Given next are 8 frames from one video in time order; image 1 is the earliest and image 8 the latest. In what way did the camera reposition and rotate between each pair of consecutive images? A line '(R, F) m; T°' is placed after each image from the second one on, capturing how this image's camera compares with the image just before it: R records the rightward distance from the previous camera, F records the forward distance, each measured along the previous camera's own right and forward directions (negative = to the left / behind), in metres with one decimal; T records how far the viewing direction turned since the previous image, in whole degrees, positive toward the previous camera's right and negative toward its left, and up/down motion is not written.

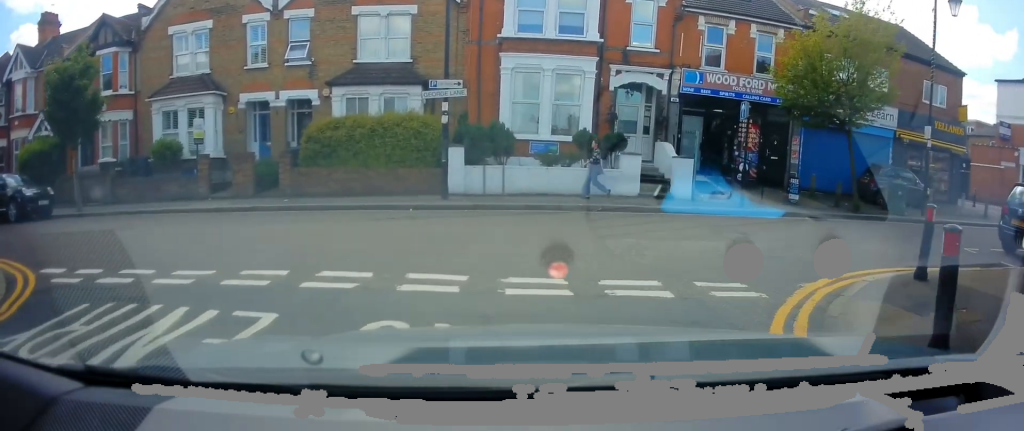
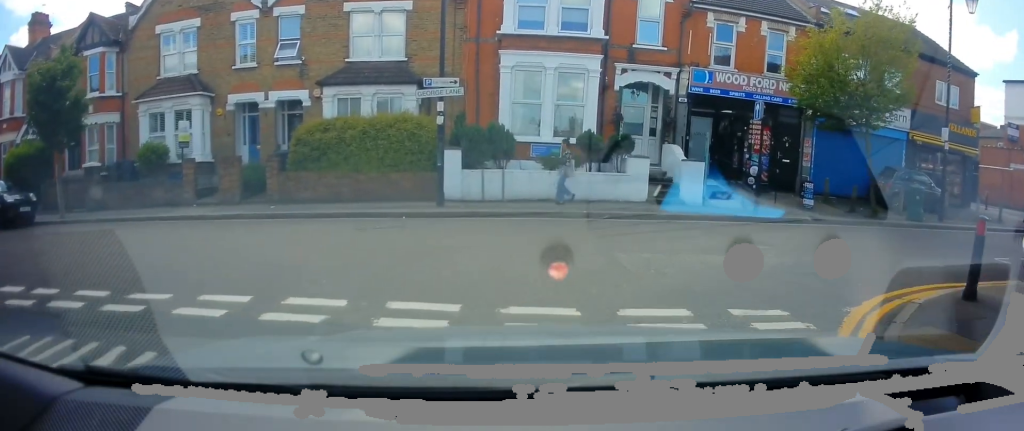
(0.0, +1.0) m; +1°
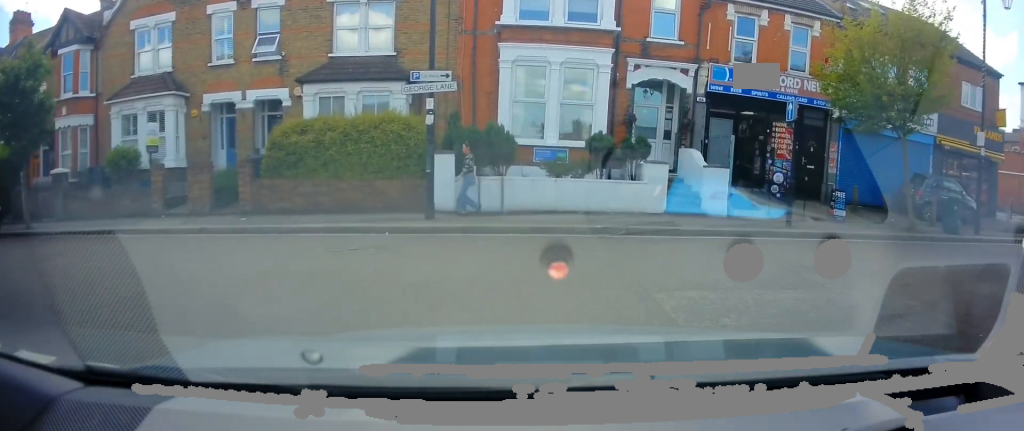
(-0.1, +1.7) m; 0°
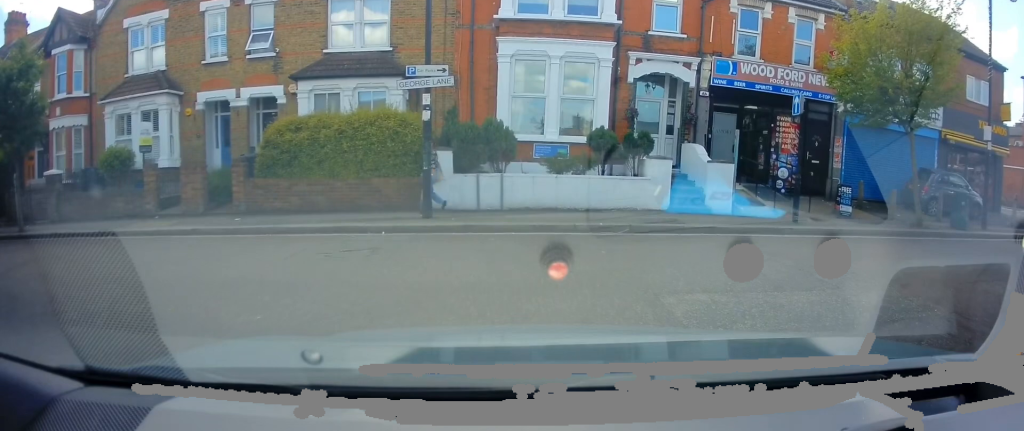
(-0.1, +0.3) m; 0°
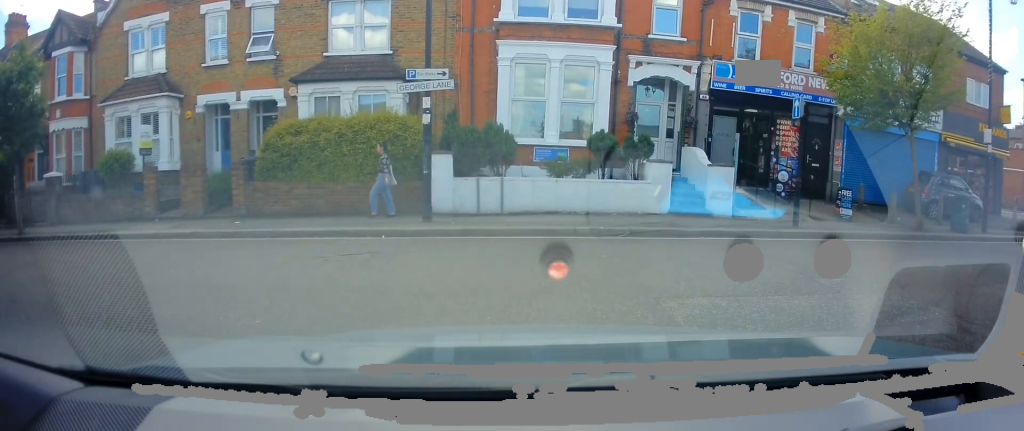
(-0.1, +0.4) m; 0°
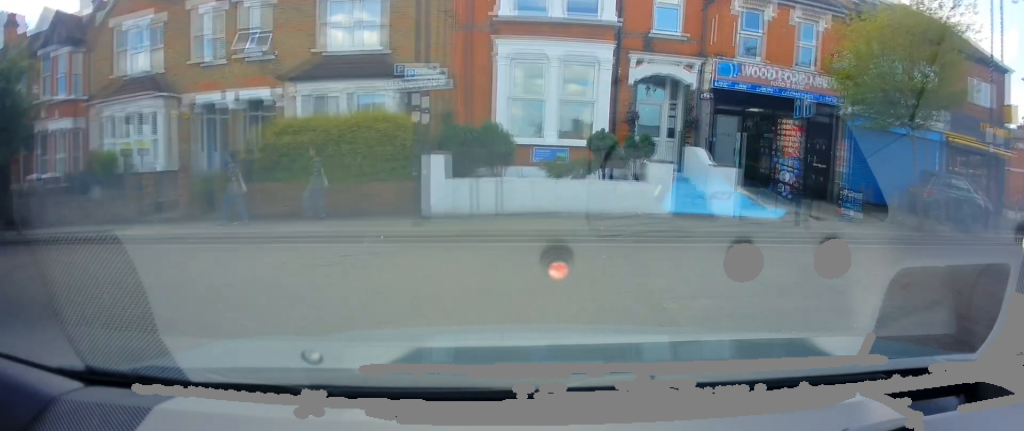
(+0.2, +0.8) m; 0°
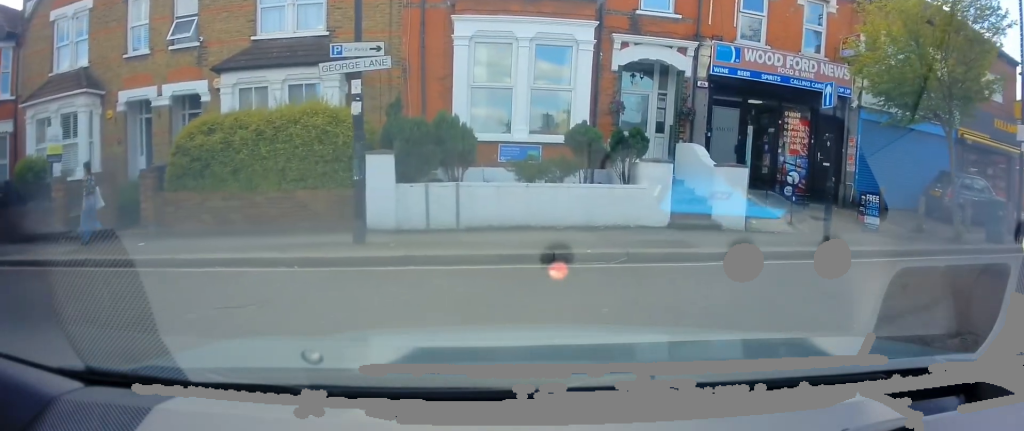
(+0.2, +1.6) m; +3°
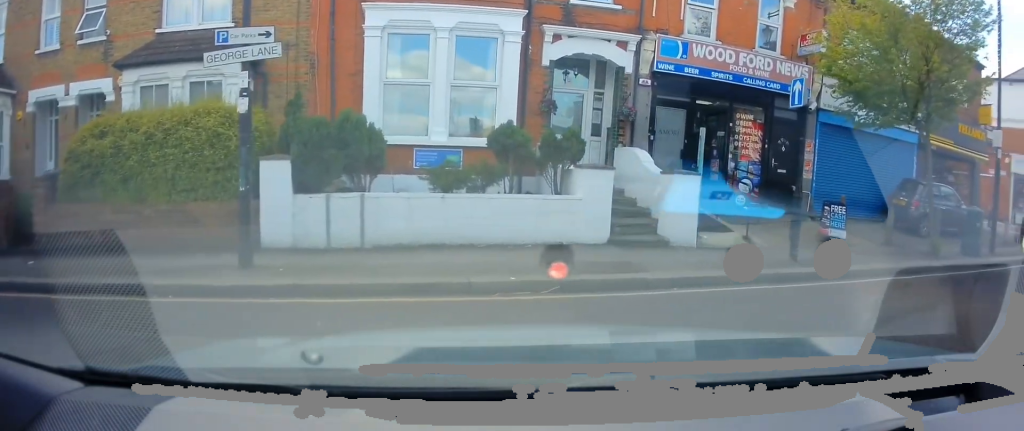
(+0.1, +1.4) m; +13°
